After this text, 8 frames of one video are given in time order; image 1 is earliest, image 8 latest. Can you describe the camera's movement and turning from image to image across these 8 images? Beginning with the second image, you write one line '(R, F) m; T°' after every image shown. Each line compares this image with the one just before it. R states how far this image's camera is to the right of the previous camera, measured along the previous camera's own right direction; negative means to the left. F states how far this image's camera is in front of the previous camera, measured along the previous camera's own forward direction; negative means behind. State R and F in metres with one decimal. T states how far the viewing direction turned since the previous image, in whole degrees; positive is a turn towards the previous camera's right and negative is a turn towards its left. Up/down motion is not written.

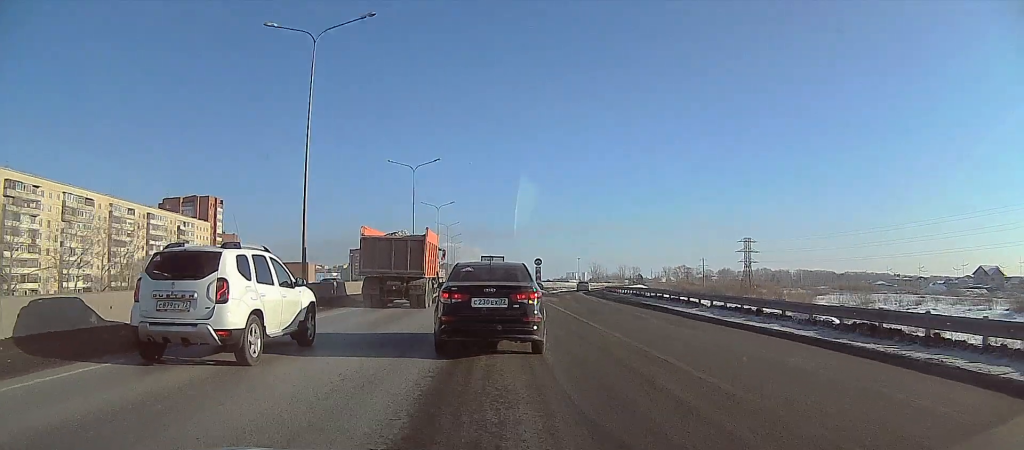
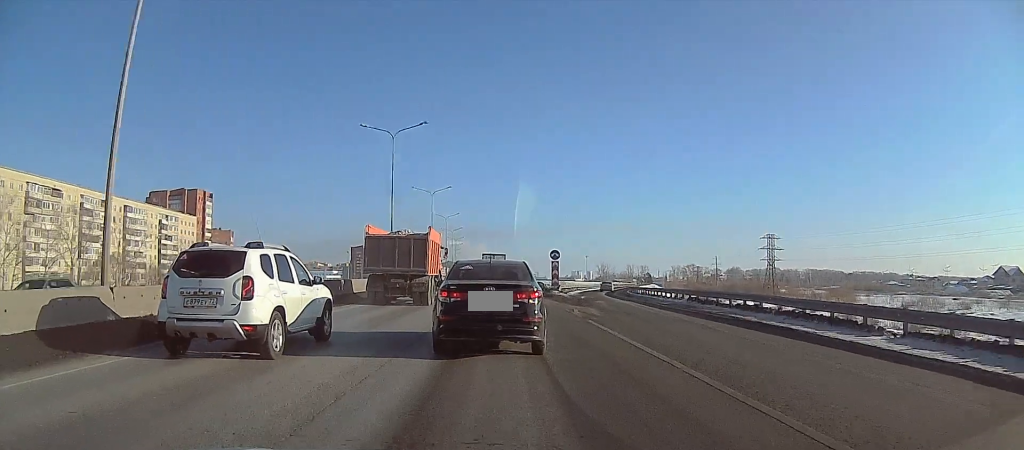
(0.0, +14.3) m; 0°
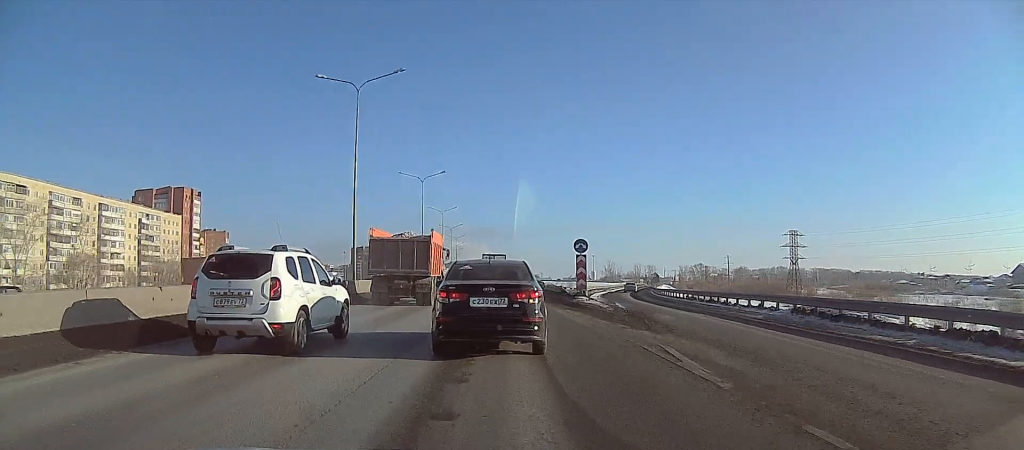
(0.0, +13.0) m; 0°
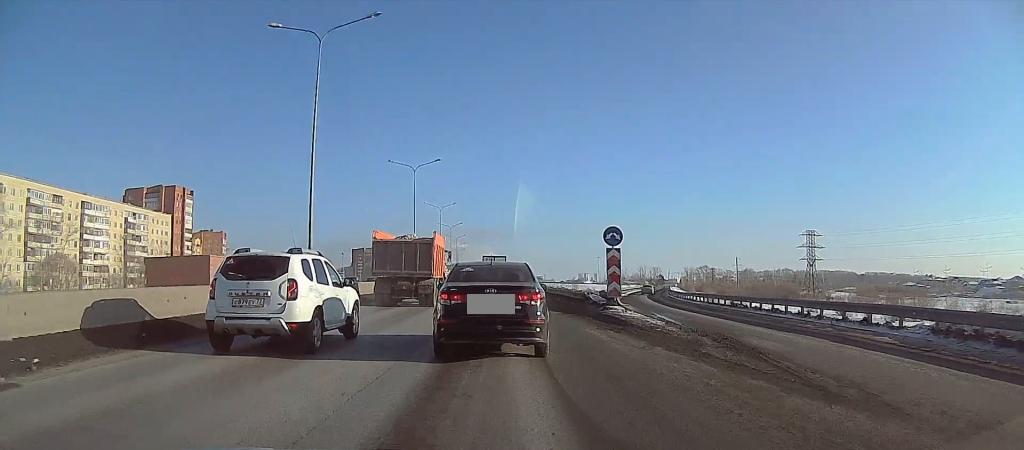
(0.0, +8.4) m; 0°
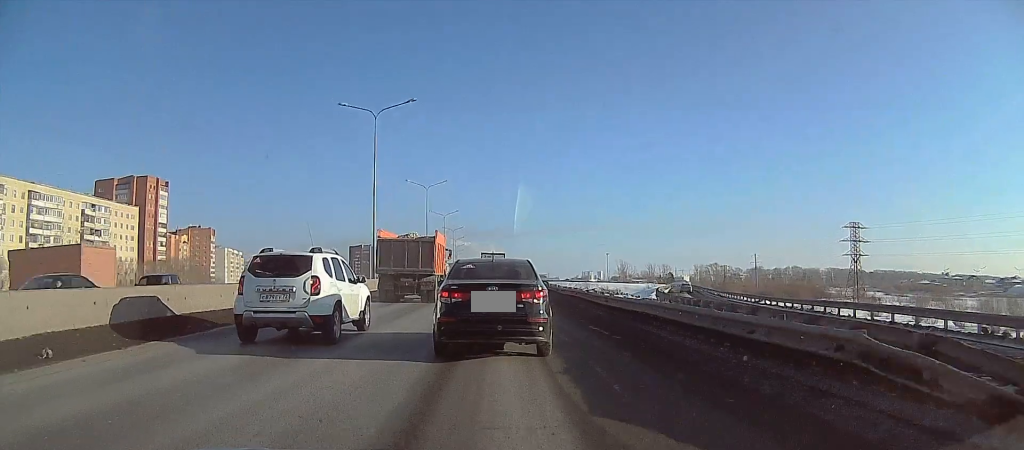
(0.0, +20.7) m; 0°
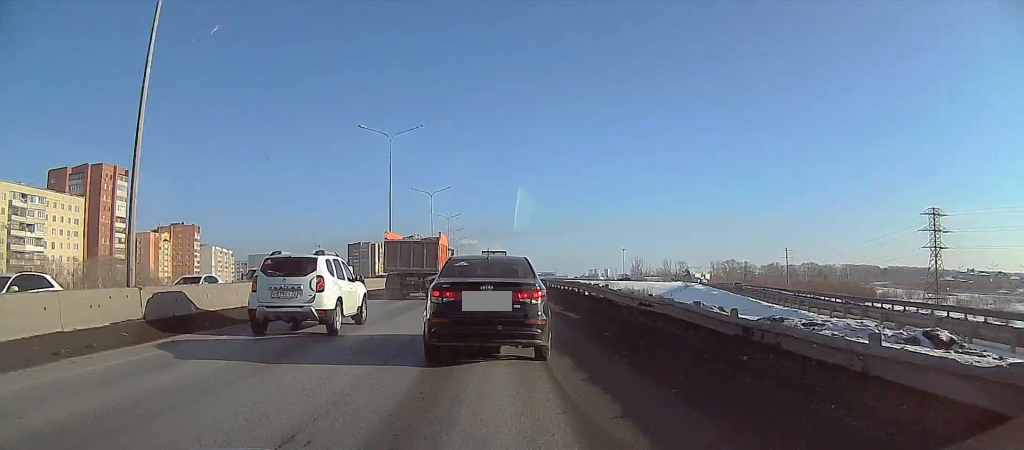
(-0.1, +28.4) m; 0°
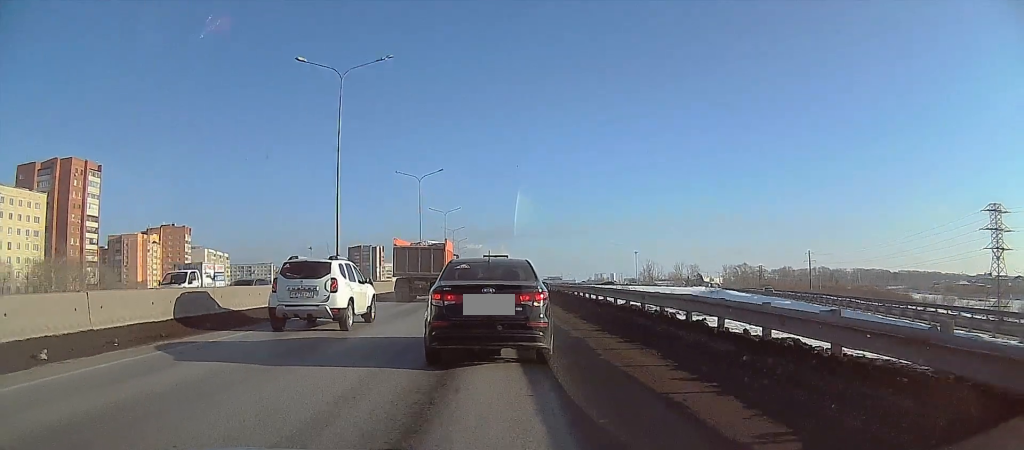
(0.0, +17.1) m; 0°
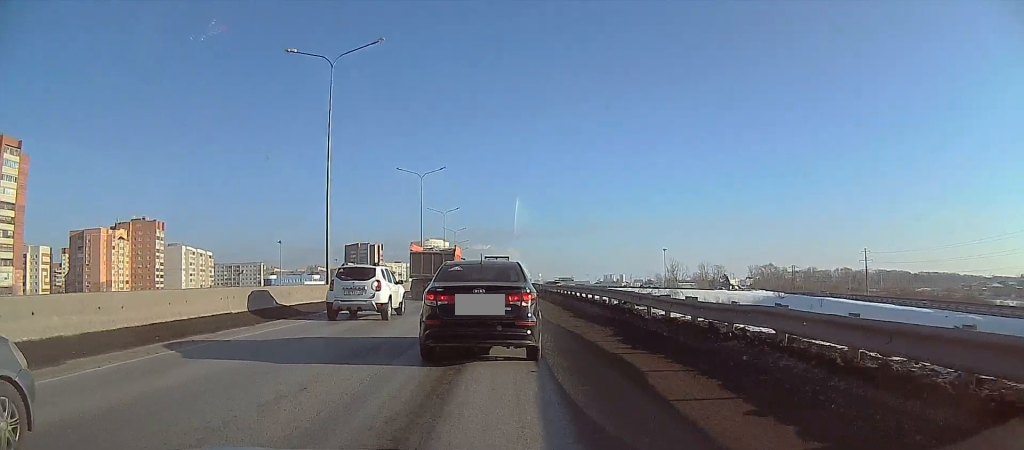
(0.0, +38.5) m; -2°
